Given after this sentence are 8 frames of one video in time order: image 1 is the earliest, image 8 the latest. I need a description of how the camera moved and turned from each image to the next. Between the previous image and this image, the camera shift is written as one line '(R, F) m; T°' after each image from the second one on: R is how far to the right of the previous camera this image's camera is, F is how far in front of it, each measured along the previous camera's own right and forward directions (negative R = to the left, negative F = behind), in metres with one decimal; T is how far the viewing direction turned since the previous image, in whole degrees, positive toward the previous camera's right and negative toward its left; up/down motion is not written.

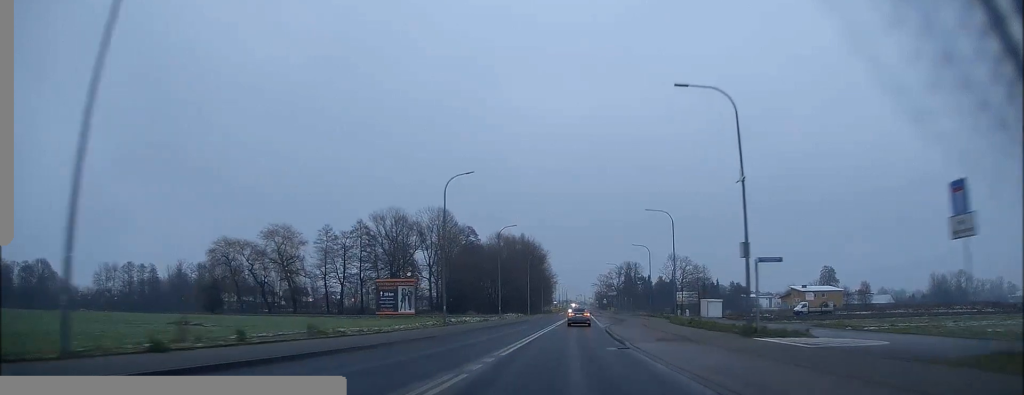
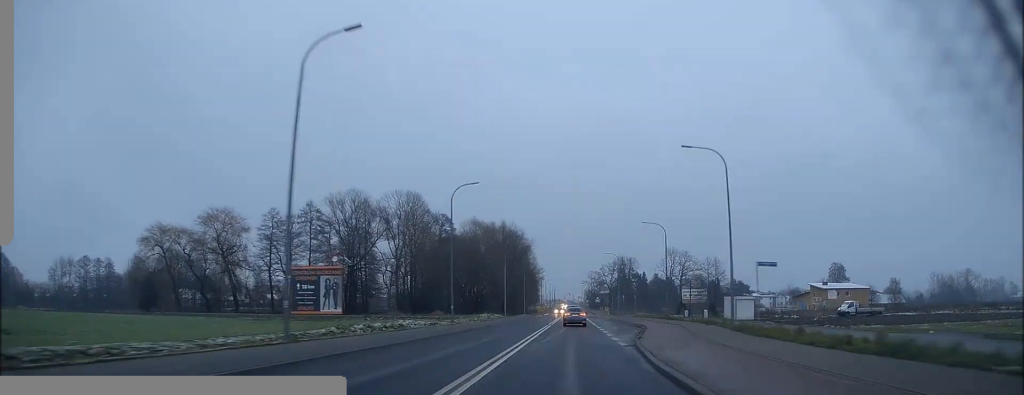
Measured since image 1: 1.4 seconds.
(0.0, +22.0) m; 0°
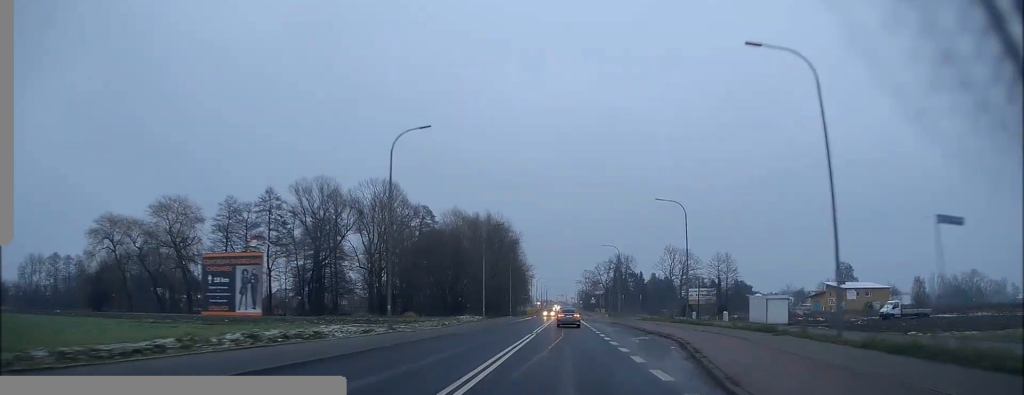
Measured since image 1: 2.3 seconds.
(+0.1, +14.1) m; 0°
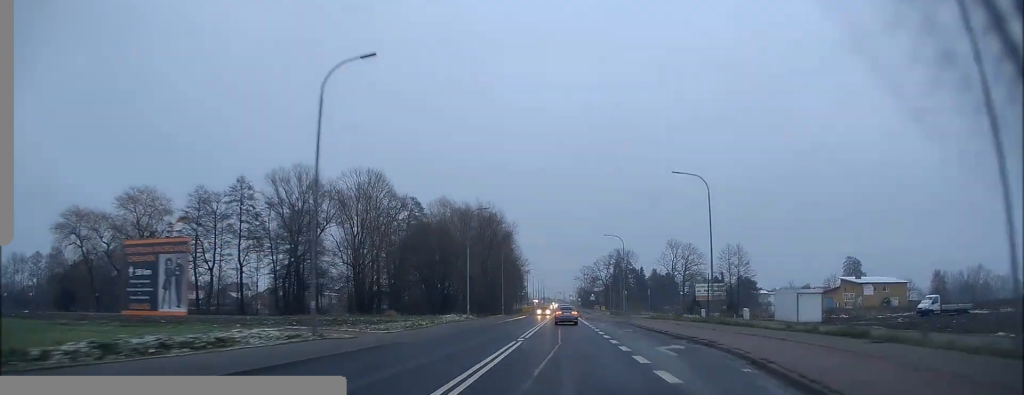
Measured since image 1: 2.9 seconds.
(0.0, +8.9) m; 0°
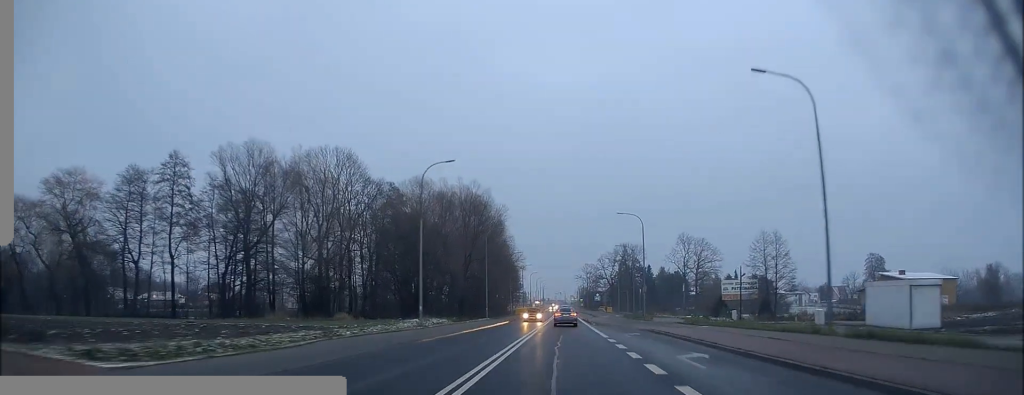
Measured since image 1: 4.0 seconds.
(0.0, +17.7) m; 0°
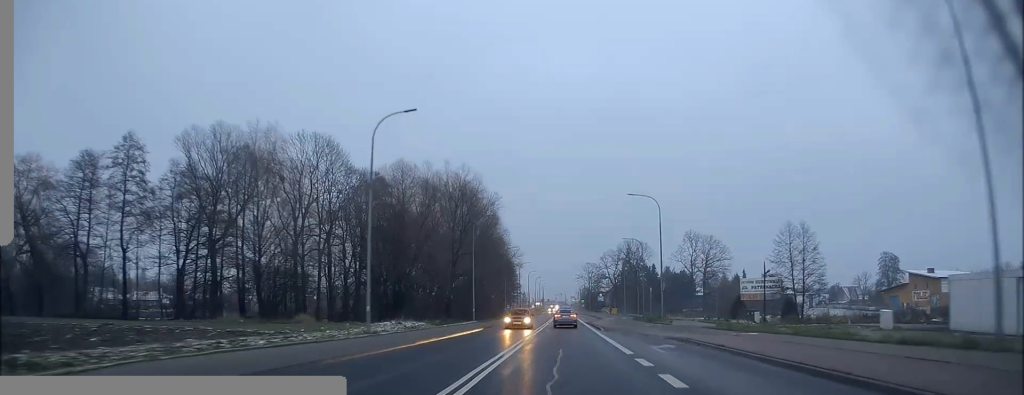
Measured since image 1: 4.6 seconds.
(0.0, +9.9) m; +1°
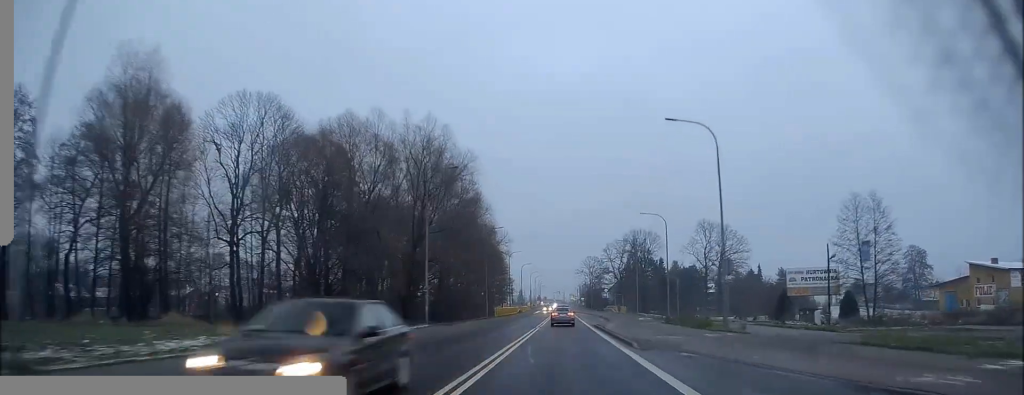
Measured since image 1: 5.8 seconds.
(+0.3, +18.9) m; 0°
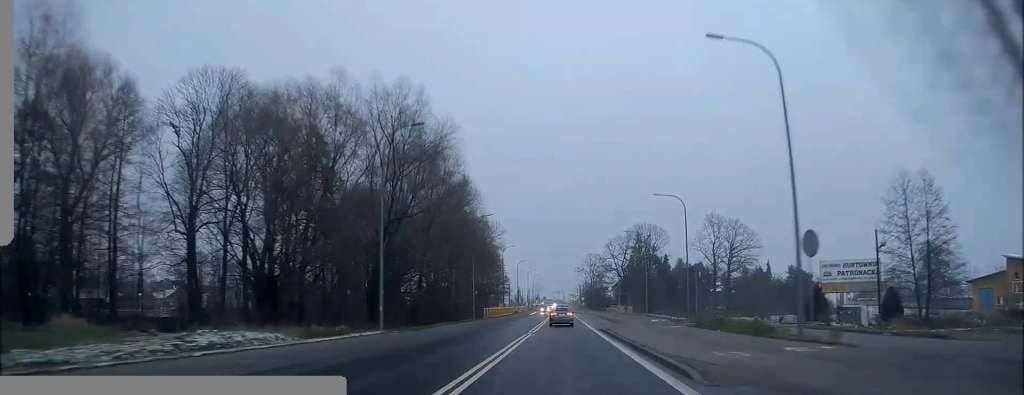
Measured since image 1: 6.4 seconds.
(-0.2, +9.5) m; -1°
